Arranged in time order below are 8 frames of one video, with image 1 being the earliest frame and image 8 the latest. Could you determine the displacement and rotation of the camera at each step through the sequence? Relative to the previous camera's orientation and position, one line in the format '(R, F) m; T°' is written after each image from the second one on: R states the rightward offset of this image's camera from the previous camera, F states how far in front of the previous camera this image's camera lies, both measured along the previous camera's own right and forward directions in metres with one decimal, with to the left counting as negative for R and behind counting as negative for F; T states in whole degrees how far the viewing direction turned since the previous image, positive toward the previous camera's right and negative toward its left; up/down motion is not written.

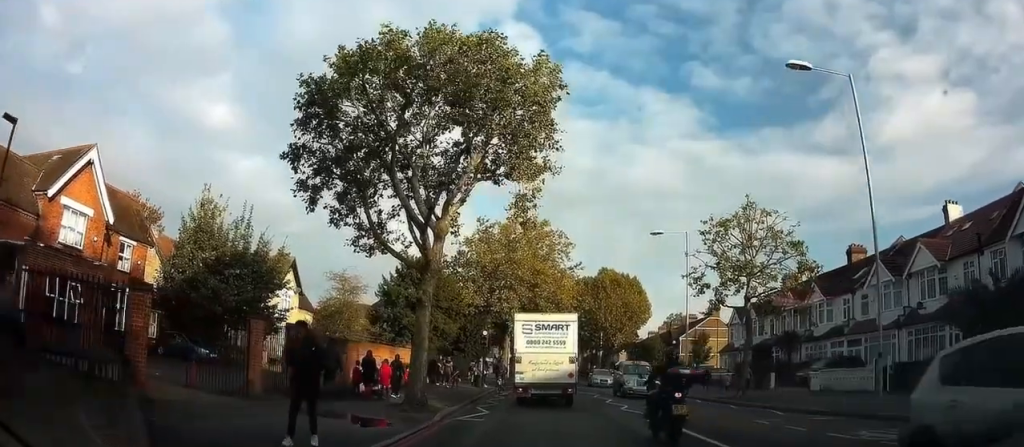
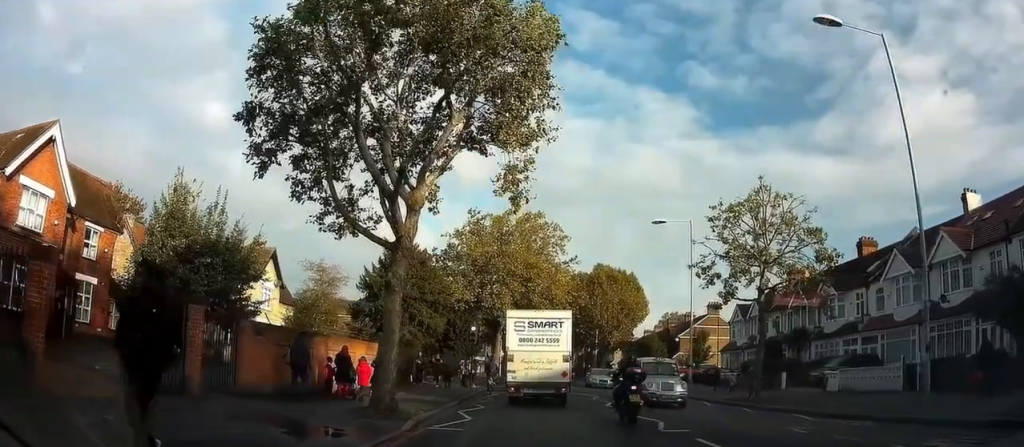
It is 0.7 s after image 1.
(+0.1, +2.5) m; +1°
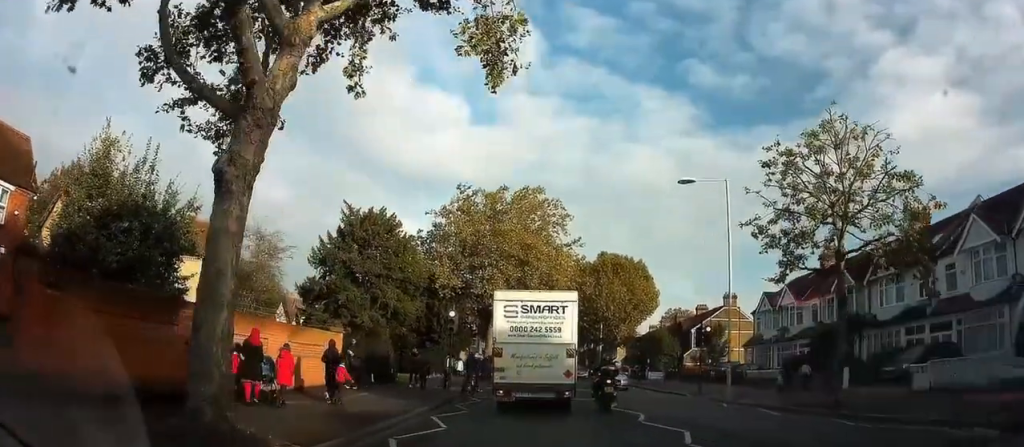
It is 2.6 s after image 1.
(-0.4, +6.9) m; -6°
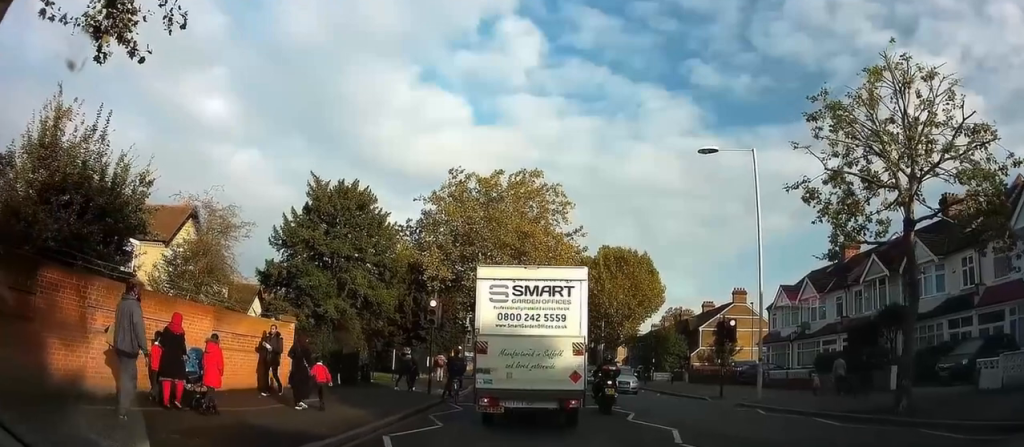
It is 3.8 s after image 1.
(0.0, +3.9) m; +1°
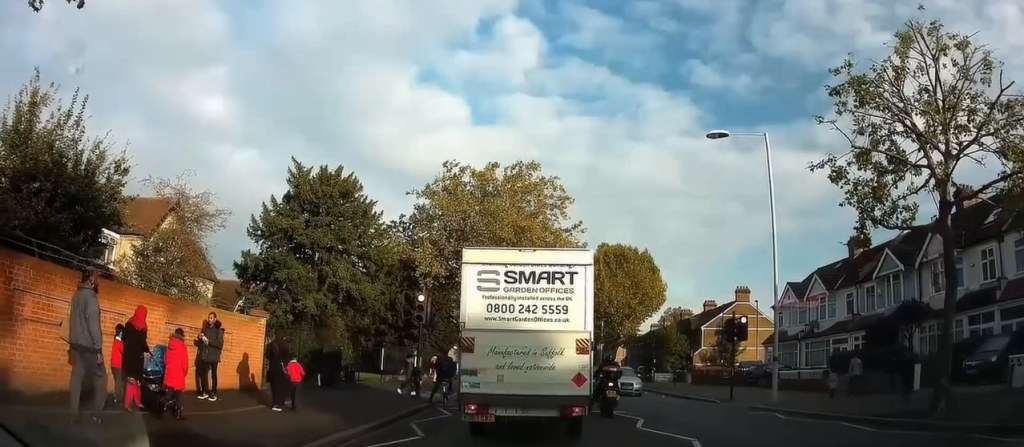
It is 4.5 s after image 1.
(0.0, +1.9) m; 0°
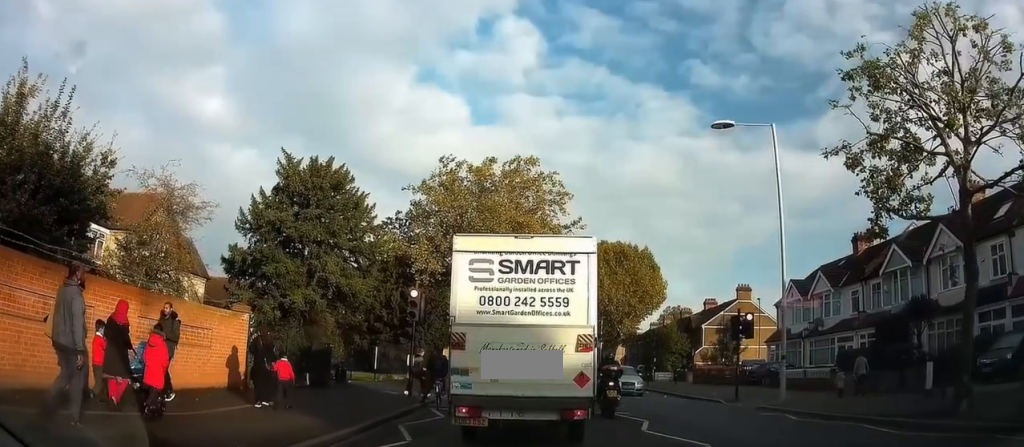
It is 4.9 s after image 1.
(0.0, +1.0) m; 0°
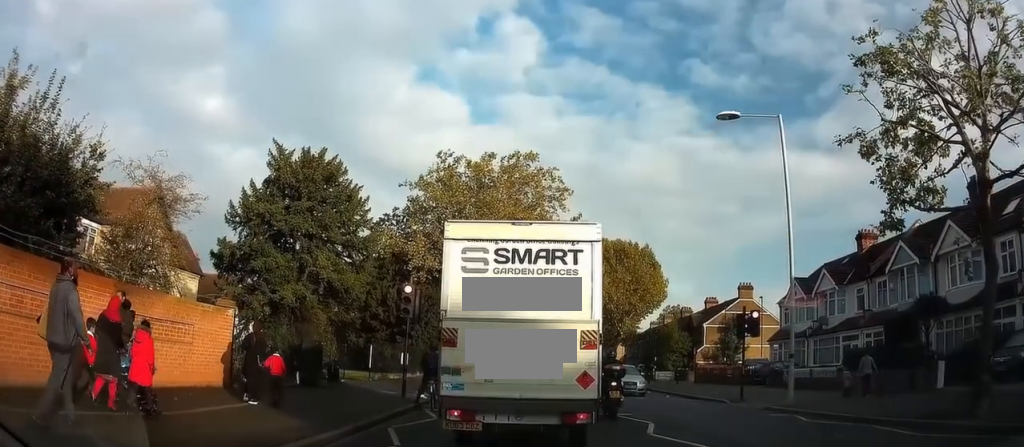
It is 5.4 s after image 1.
(0.0, +0.9) m; 0°
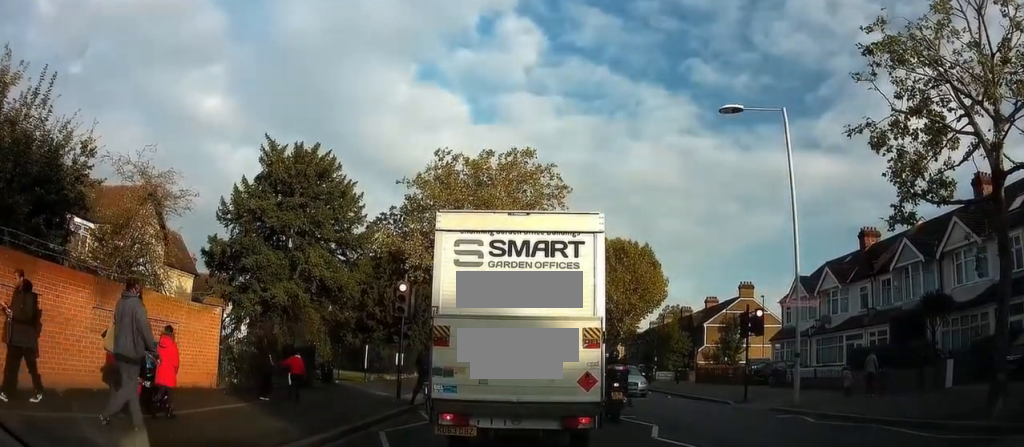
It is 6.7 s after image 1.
(-0.3, +0.4) m; 0°
